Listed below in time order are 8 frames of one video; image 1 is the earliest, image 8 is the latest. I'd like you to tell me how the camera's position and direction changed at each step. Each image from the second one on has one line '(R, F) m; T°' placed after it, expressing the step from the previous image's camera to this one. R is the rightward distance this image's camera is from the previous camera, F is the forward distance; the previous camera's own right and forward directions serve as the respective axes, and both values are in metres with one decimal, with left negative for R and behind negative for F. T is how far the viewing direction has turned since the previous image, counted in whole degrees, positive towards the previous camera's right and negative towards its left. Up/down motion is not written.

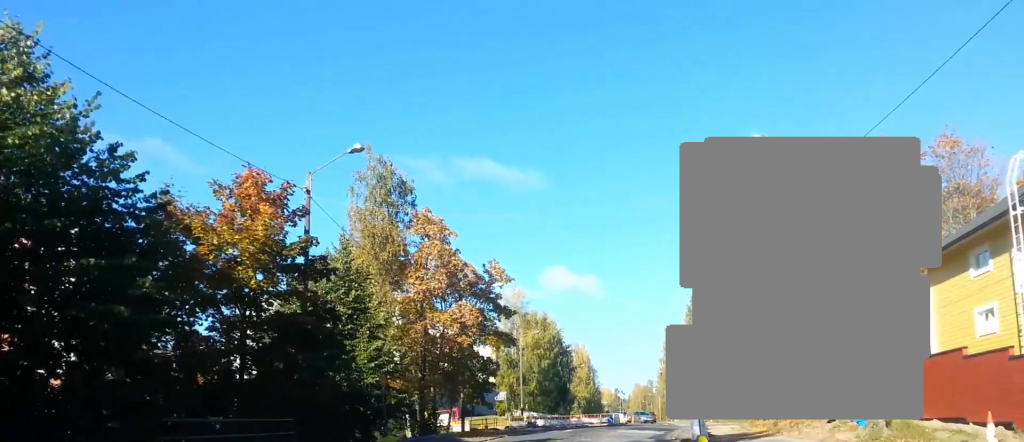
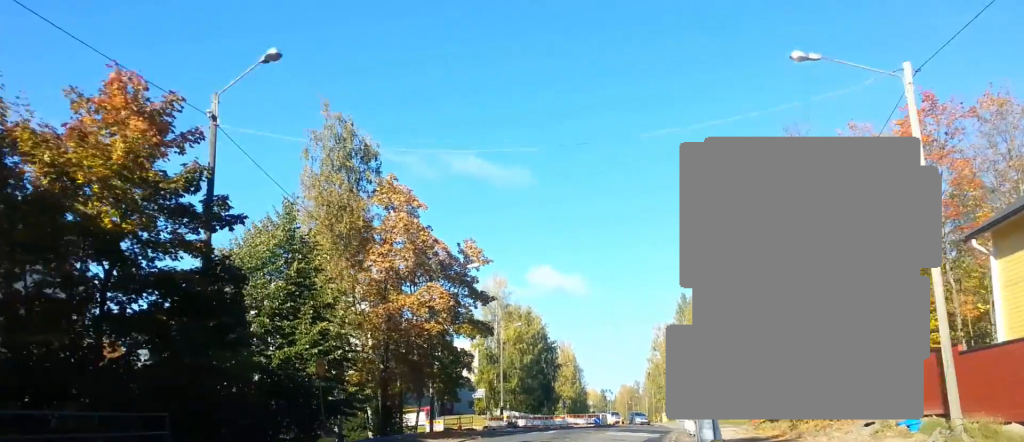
(0.0, +5.9) m; +1°
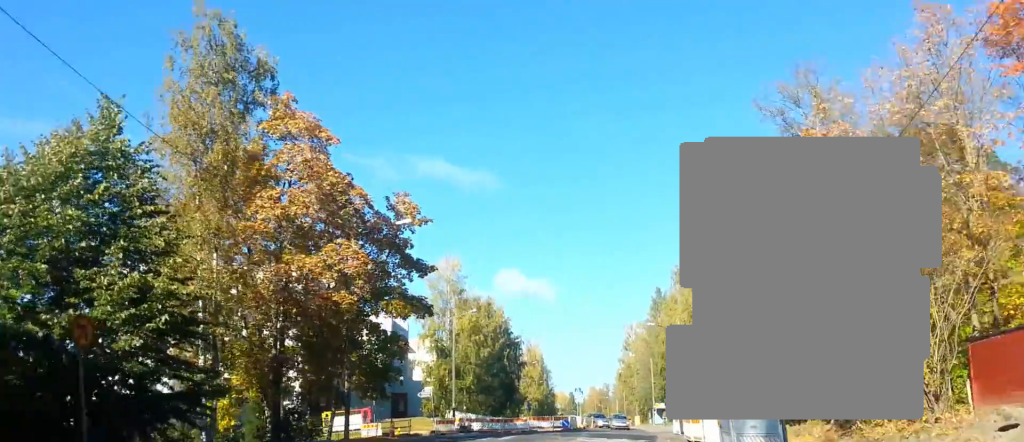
(+0.2, +10.3) m; +2°
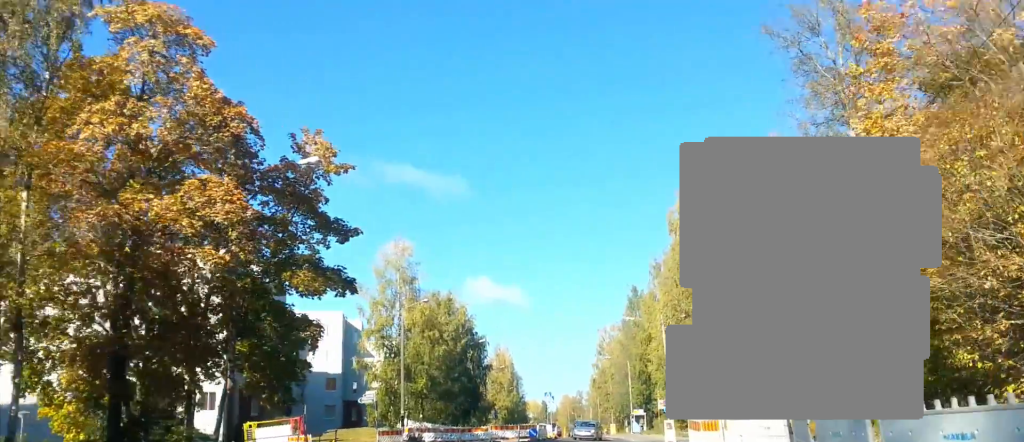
(0.0, +8.8) m; +1°
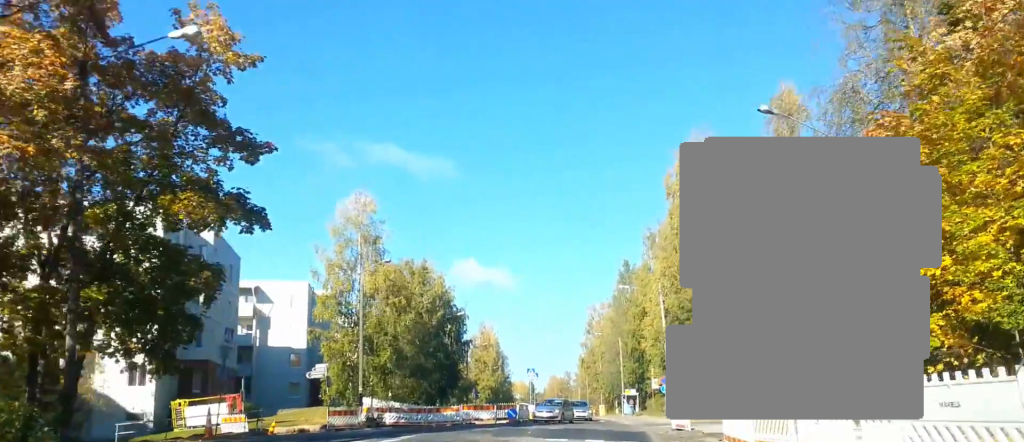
(0.0, +7.4) m; +1°
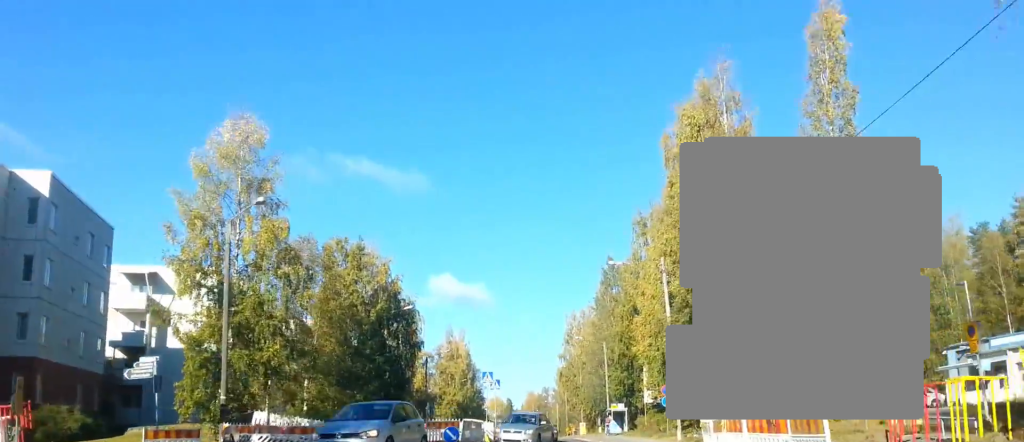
(+0.3, +15.1) m; +3°
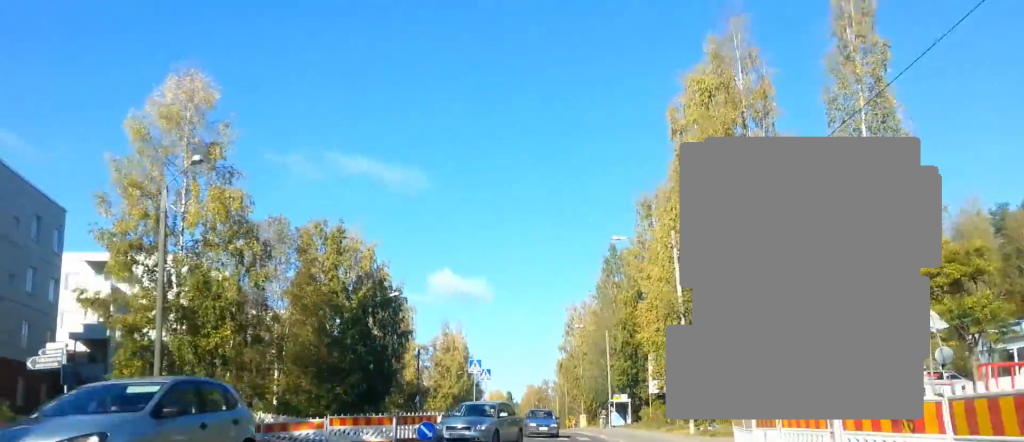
(+0.2, +4.9) m; 0°
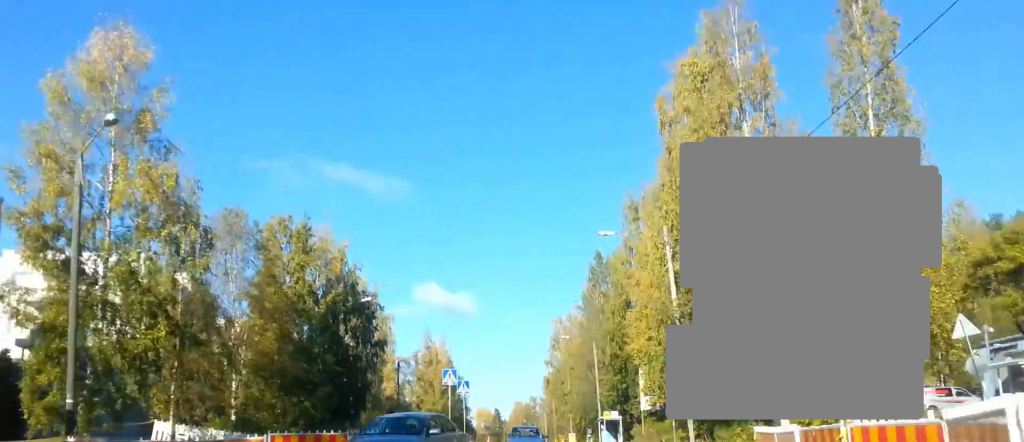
(+0.1, +3.7) m; 0°
